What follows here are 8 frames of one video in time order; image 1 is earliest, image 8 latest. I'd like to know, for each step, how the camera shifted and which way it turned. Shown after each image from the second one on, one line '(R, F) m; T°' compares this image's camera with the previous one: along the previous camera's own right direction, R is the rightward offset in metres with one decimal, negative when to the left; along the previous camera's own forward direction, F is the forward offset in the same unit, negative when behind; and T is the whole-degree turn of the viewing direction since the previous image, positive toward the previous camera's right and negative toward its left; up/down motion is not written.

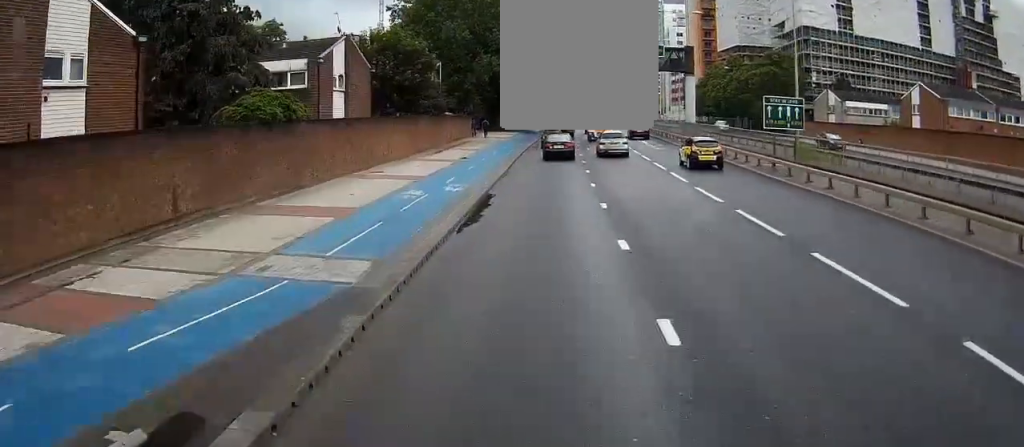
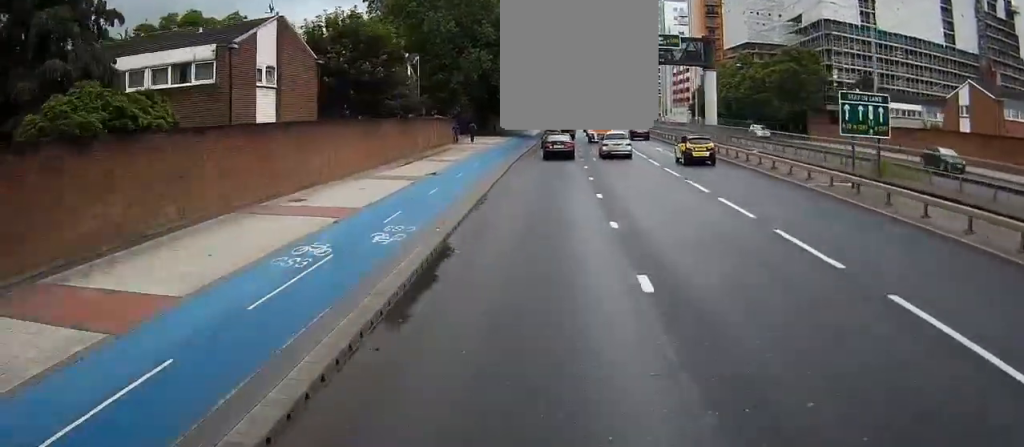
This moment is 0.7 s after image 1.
(0.0, +9.7) m; 0°
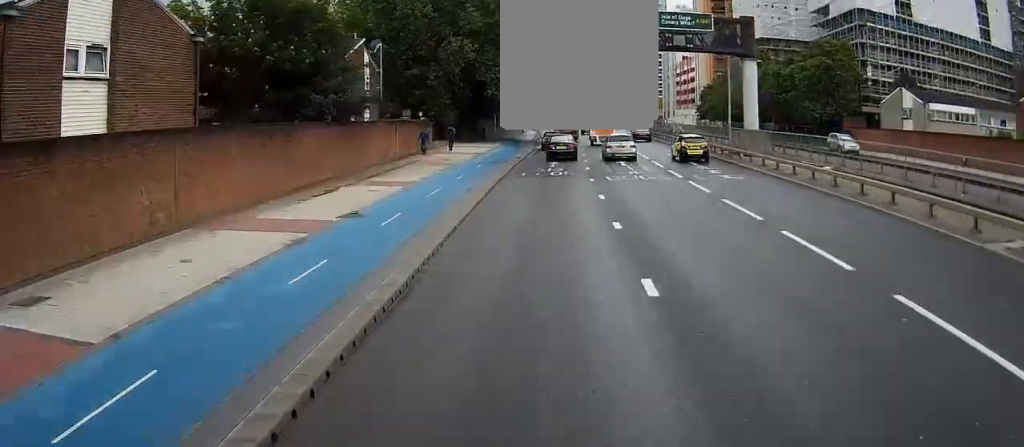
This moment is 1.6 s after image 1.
(0.0, +11.9) m; 0°
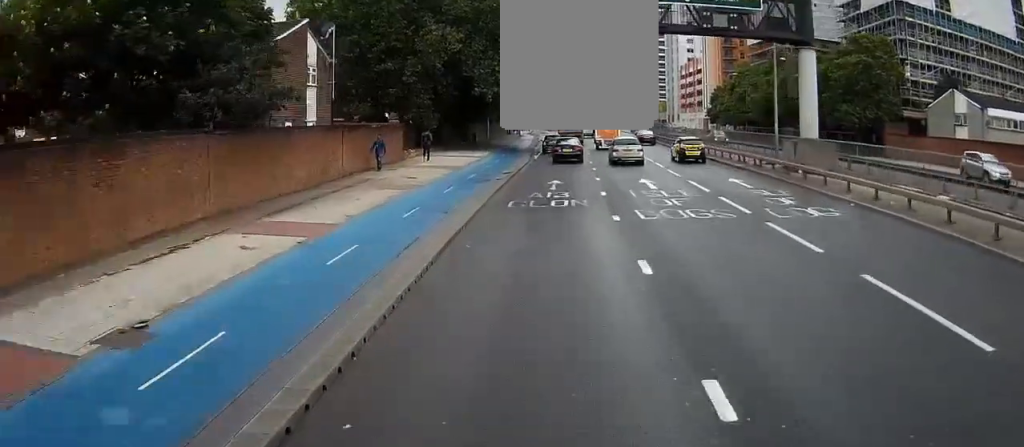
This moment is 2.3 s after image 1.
(0.0, +10.3) m; 0°
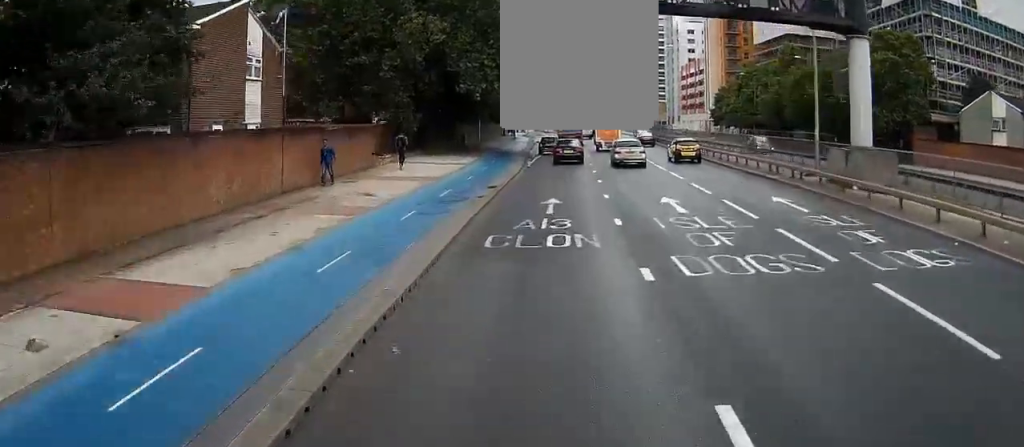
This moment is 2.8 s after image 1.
(0.0, +6.9) m; 0°
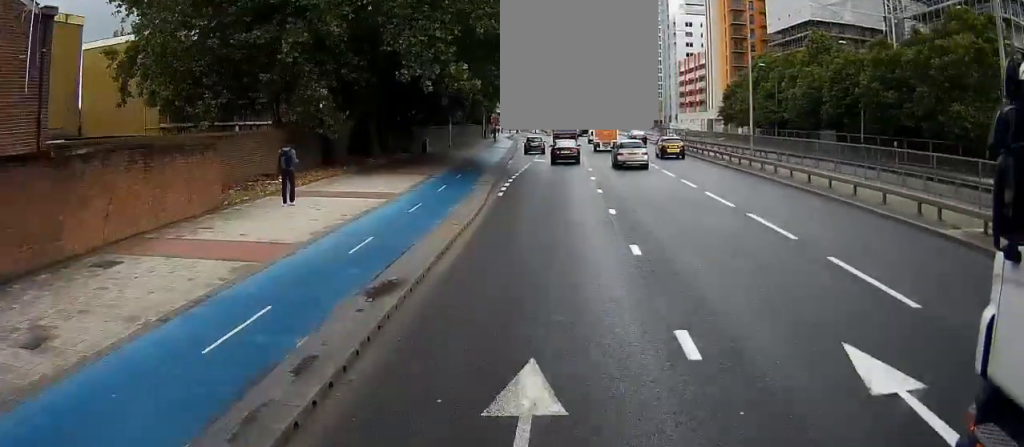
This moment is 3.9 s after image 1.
(0.0, +15.5) m; 0°
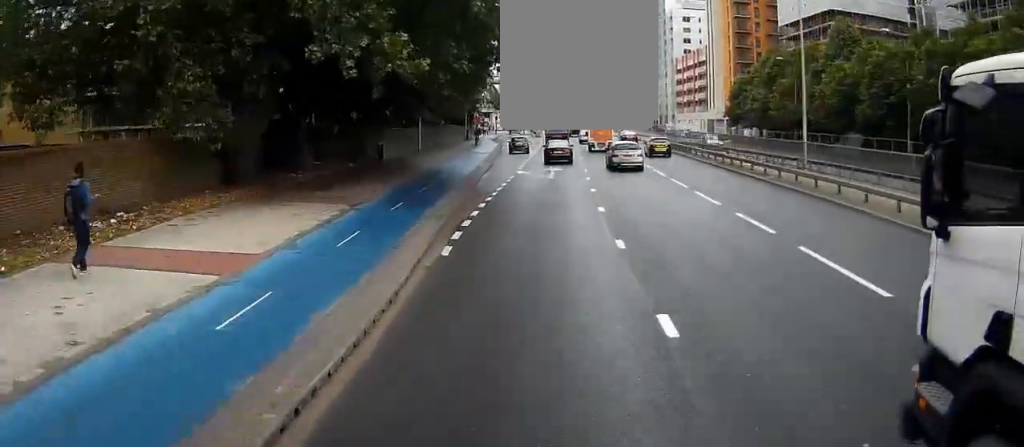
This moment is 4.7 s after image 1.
(0.0, +11.5) m; 0°
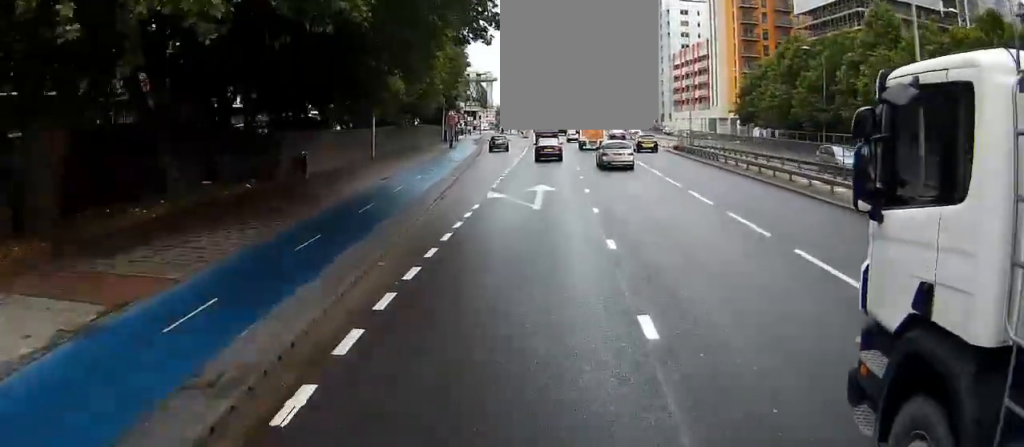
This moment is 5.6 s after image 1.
(+0.1, +12.0) m; +1°
